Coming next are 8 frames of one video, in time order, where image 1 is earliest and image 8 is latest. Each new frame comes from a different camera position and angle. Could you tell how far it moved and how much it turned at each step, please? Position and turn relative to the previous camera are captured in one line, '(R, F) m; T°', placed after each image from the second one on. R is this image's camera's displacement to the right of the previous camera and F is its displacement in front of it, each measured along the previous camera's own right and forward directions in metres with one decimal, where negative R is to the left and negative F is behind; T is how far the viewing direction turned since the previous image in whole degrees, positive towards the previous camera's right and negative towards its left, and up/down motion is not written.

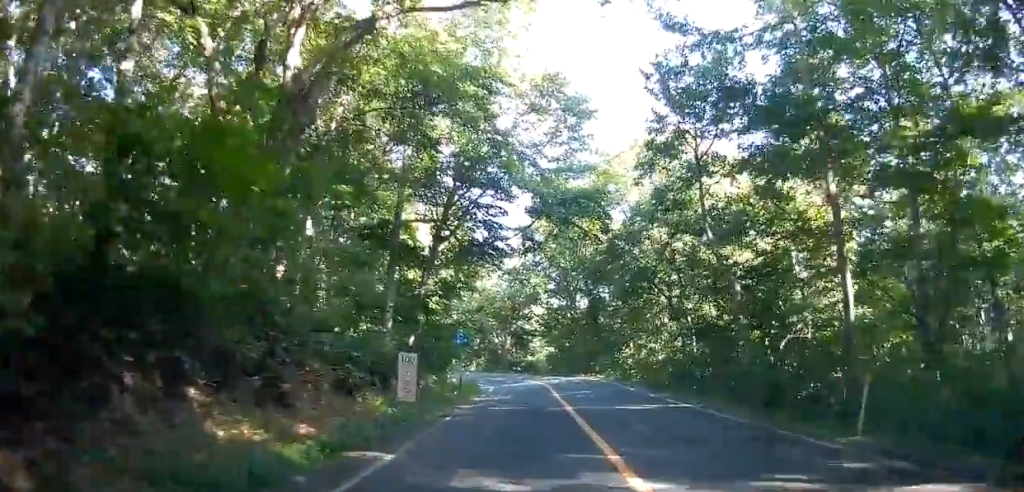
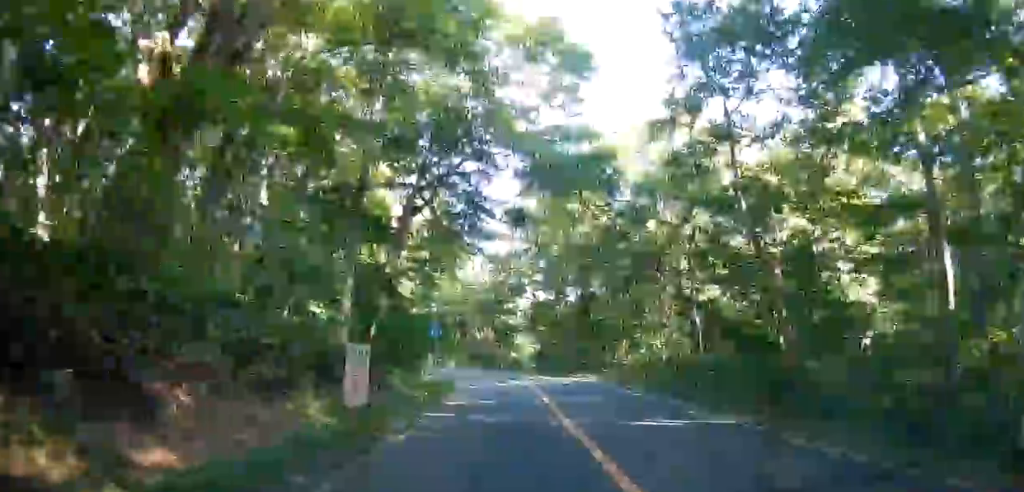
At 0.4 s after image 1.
(0.0, +4.2) m; +1°
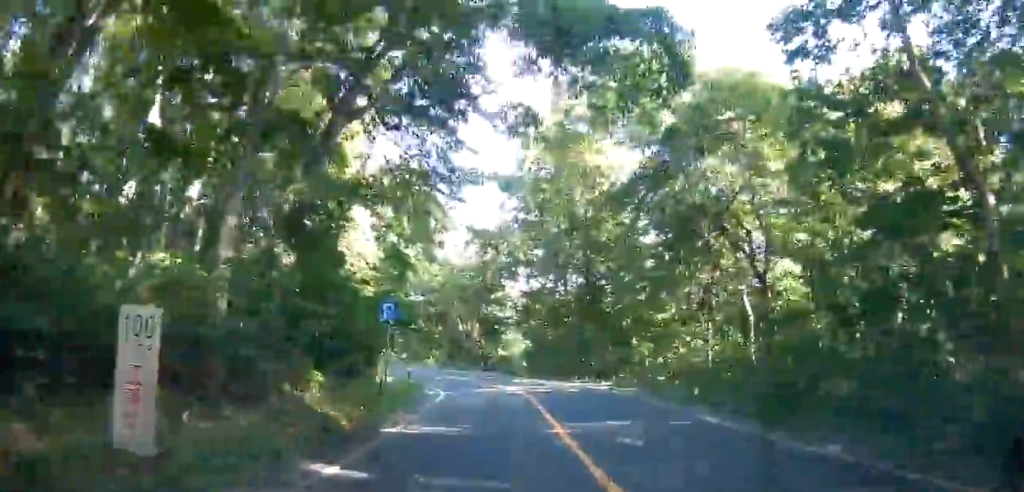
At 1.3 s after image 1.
(+0.1, +8.5) m; +2°
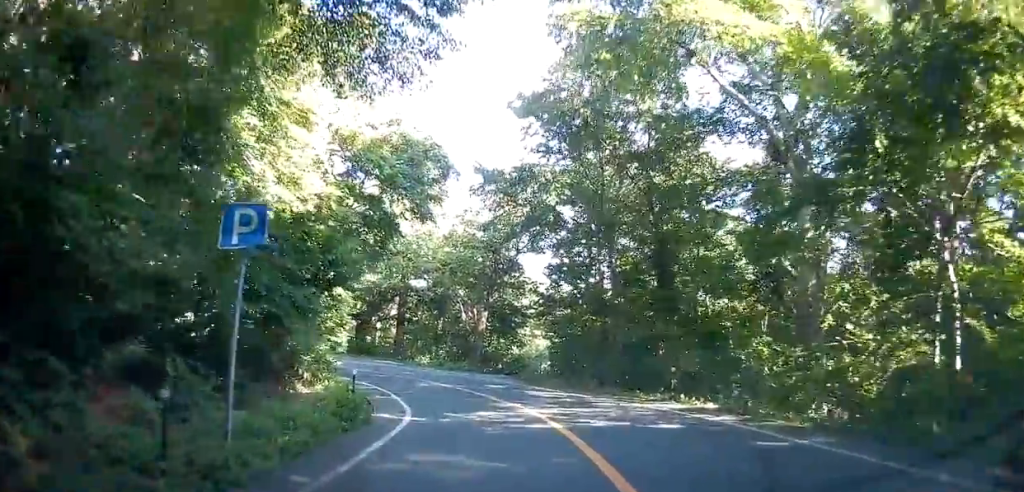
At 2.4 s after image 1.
(+0.1, +11.5) m; -3°
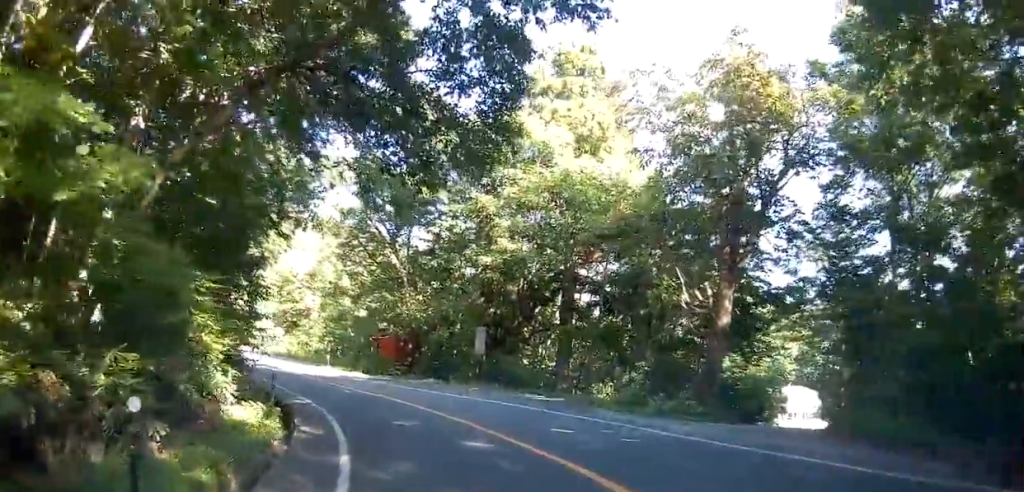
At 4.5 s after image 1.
(-1.9, +19.9) m; -15°
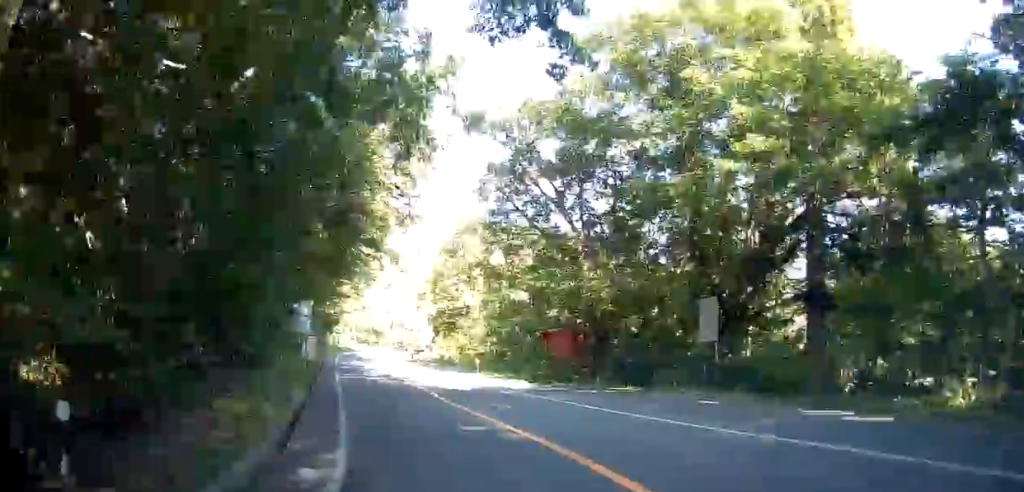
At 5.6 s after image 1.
(-1.5, +11.2) m; -15°
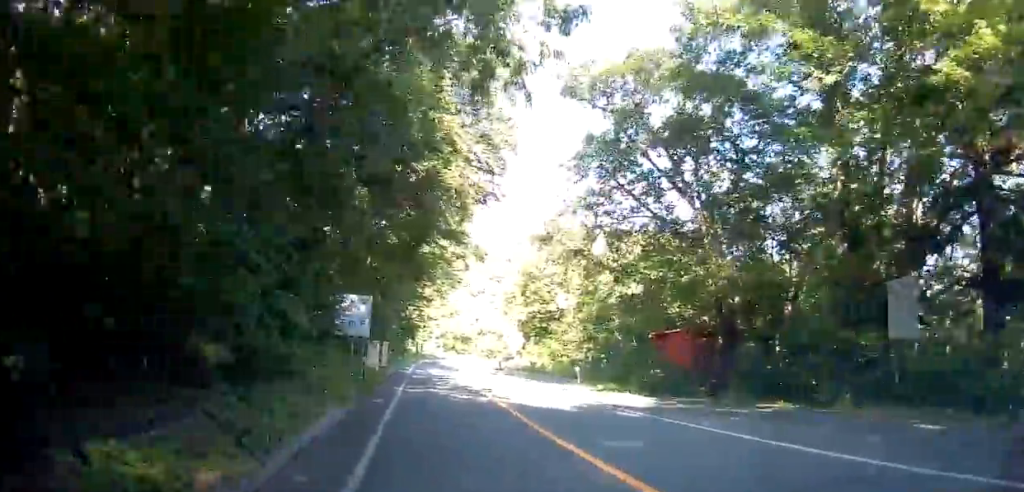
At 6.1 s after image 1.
(-0.3, +5.6) m; -6°
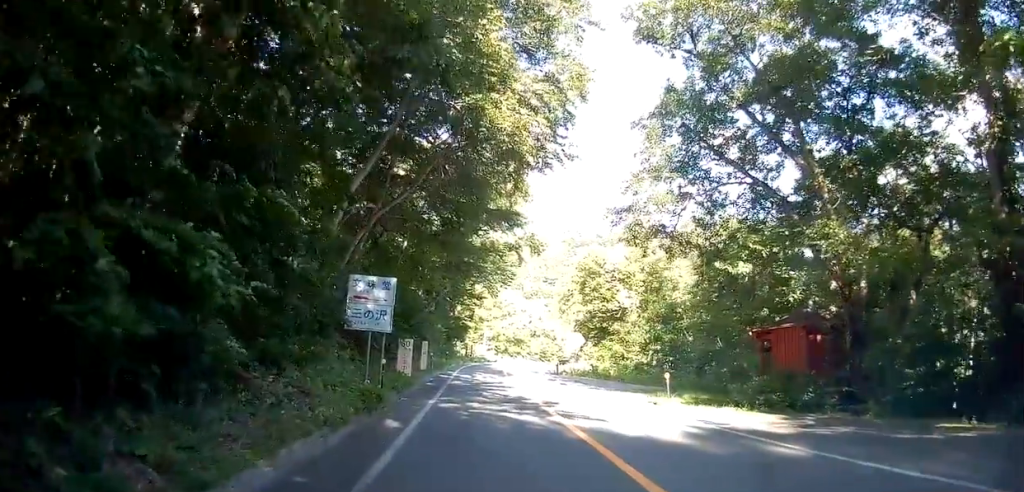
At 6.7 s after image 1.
(-0.2, +5.7) m; -4°
